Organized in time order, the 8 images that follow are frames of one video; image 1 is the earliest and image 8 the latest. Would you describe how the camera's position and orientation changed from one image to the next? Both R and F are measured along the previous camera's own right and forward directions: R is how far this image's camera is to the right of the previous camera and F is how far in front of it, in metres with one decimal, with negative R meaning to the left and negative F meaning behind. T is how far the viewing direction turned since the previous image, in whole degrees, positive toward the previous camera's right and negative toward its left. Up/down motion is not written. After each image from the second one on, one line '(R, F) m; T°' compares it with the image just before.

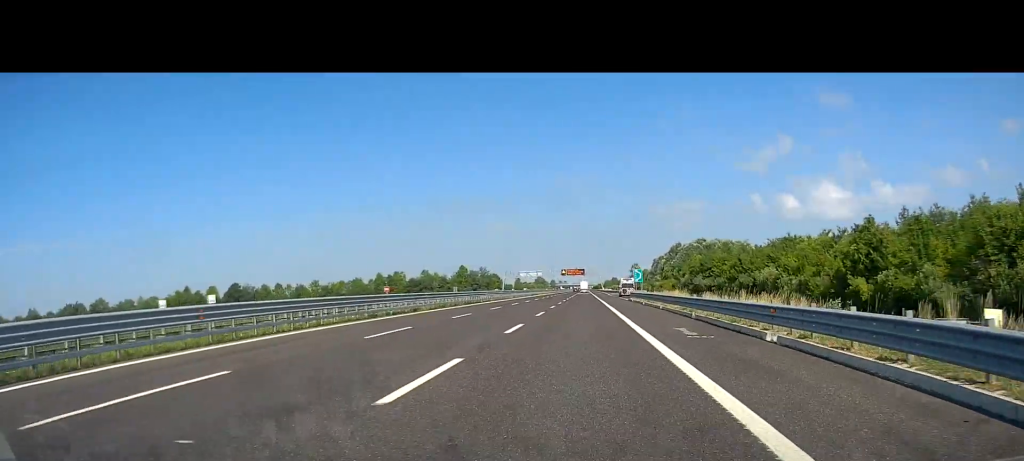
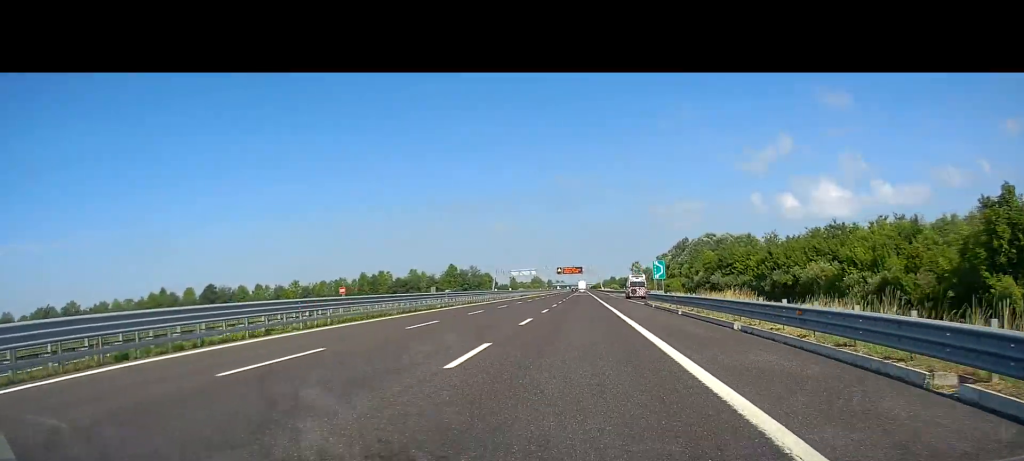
(0.0, +20.0) m; 0°
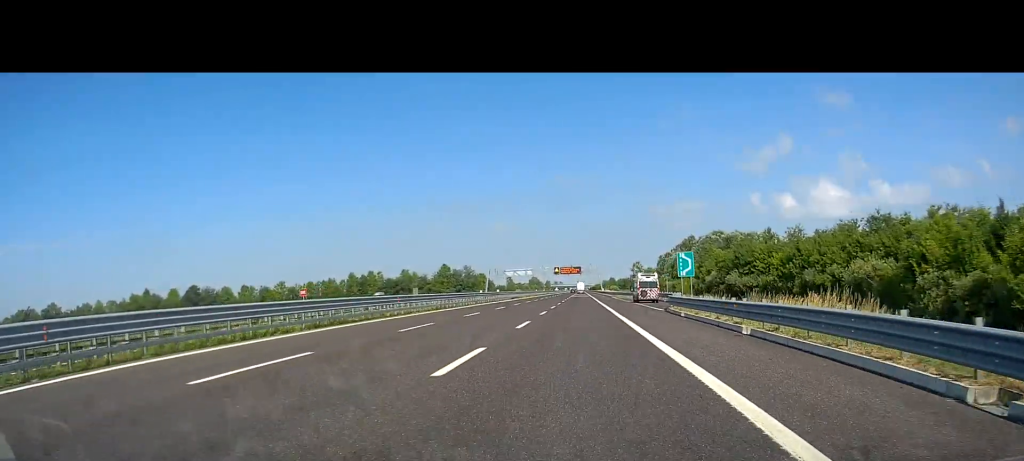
(0.0, +13.1) m; 0°
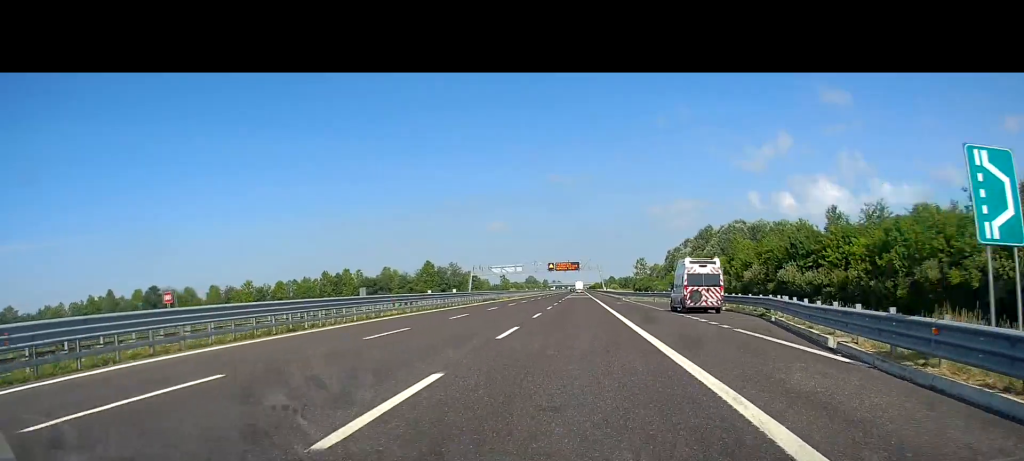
(+0.3, +27.9) m; 0°
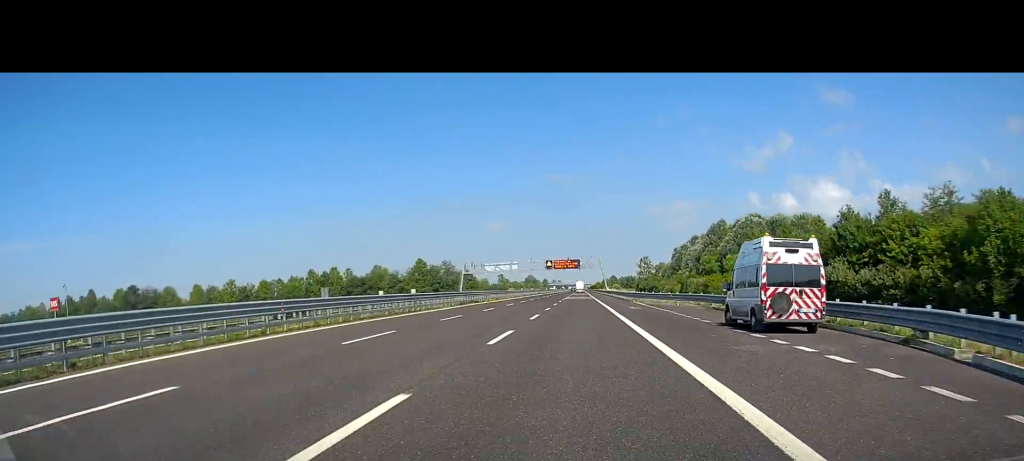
(0.0, +14.0) m; 0°
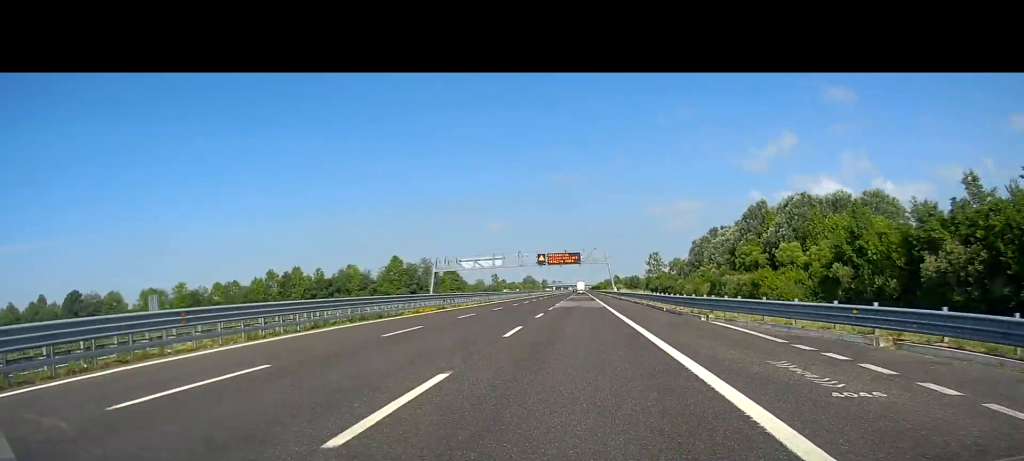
(-0.1, +33.3) m; 0°
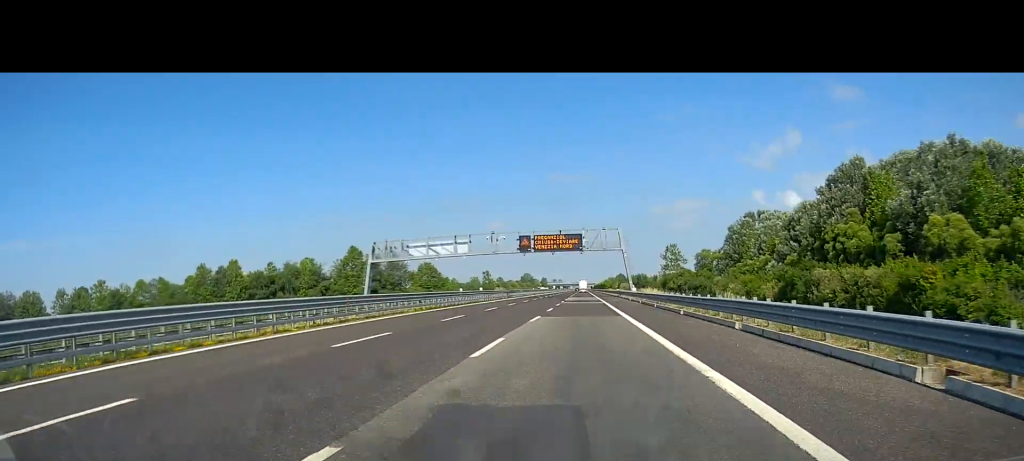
(+0.3, +41.2) m; 0°
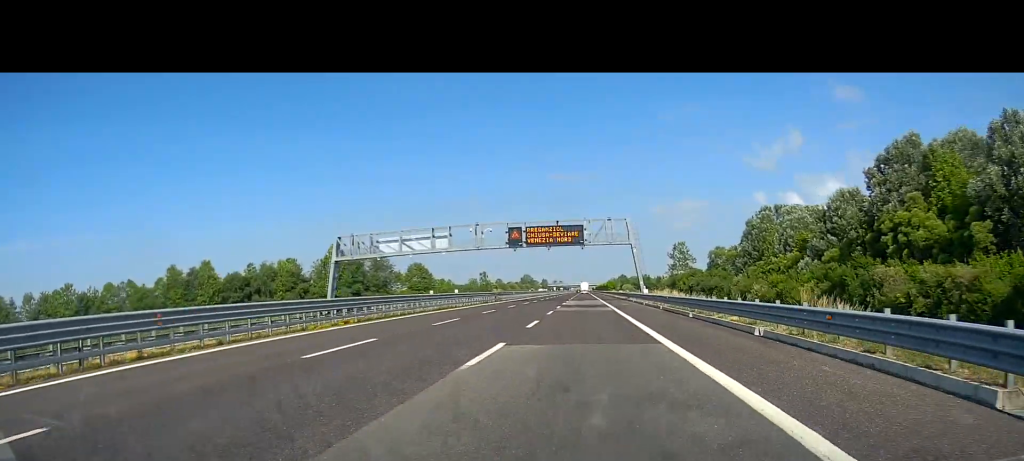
(-0.2, +14.0) m; -1°
